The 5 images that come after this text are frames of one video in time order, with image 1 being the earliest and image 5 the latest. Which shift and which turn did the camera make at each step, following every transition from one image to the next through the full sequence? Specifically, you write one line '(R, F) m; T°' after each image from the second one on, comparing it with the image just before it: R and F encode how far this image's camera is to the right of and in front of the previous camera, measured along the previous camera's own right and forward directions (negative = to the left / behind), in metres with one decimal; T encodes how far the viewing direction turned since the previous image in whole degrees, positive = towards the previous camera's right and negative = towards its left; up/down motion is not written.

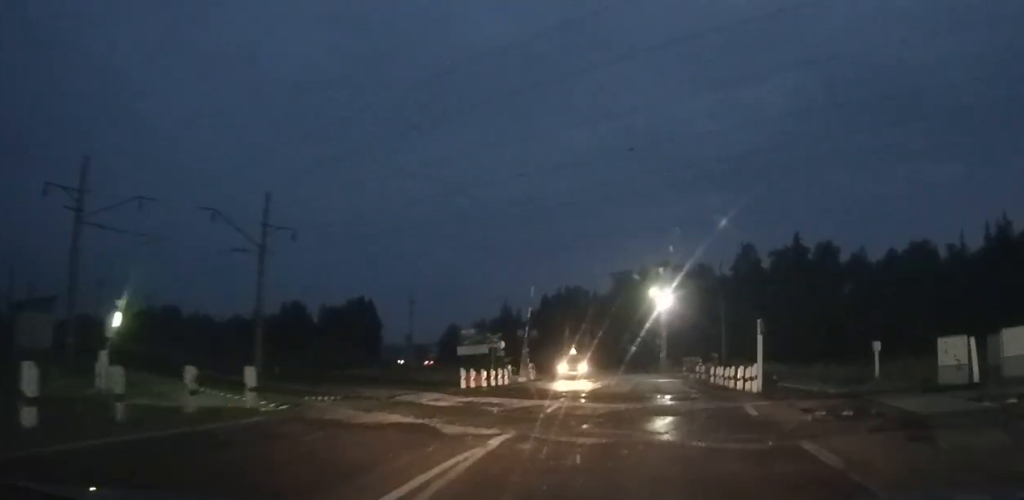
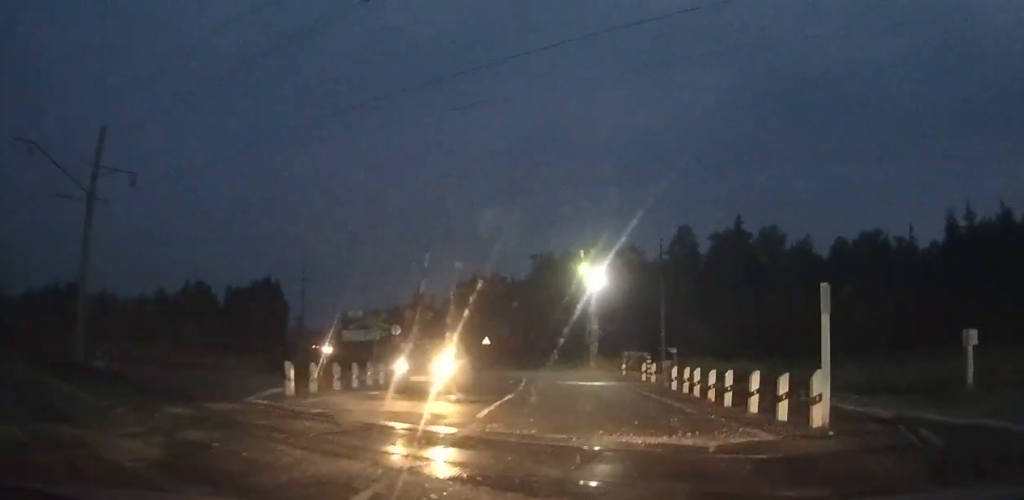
(+0.6, +7.4) m; +6°
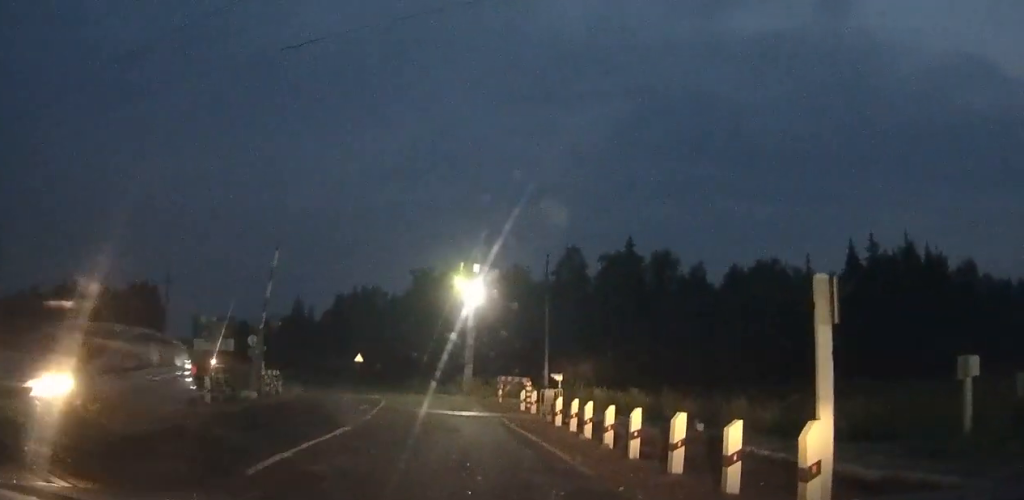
(+0.1, +4.1) m; +1°
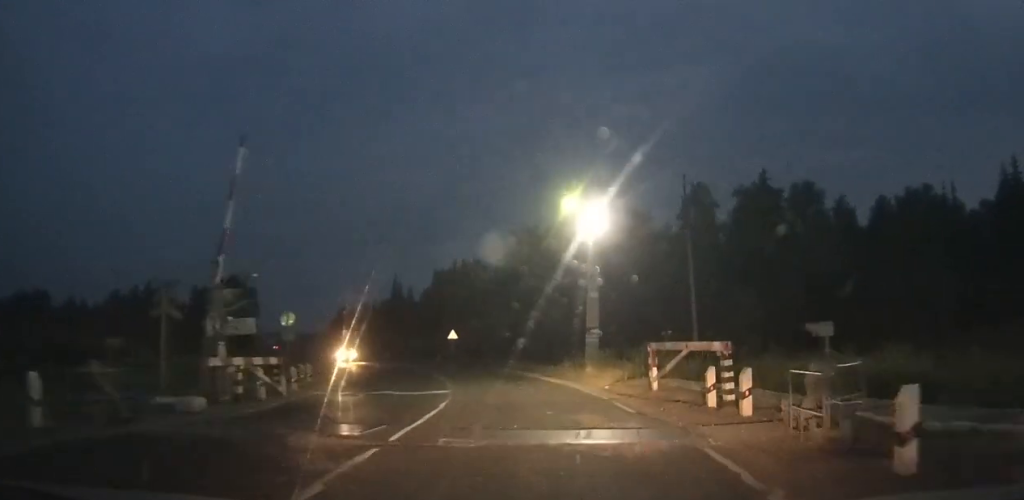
(-0.1, +10.7) m; -5°
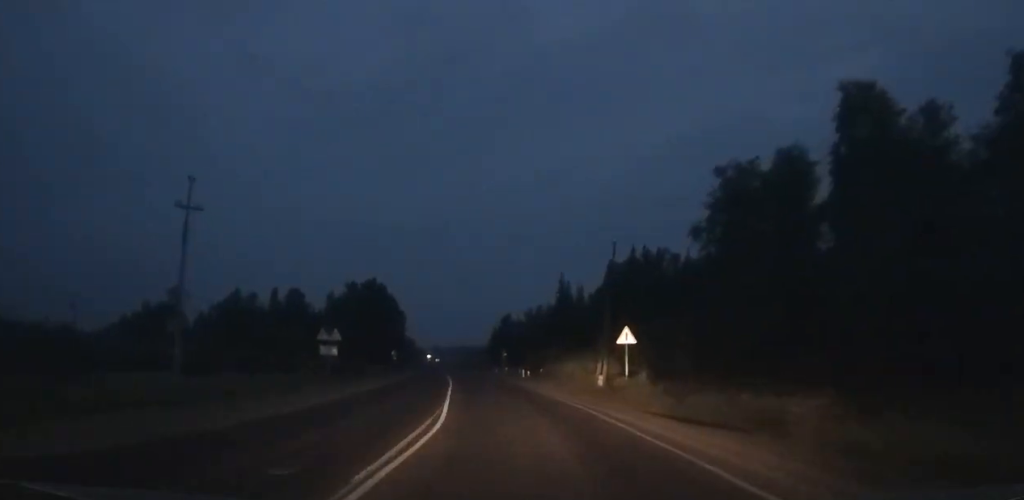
(-7.7, +31.0) m; -23°
